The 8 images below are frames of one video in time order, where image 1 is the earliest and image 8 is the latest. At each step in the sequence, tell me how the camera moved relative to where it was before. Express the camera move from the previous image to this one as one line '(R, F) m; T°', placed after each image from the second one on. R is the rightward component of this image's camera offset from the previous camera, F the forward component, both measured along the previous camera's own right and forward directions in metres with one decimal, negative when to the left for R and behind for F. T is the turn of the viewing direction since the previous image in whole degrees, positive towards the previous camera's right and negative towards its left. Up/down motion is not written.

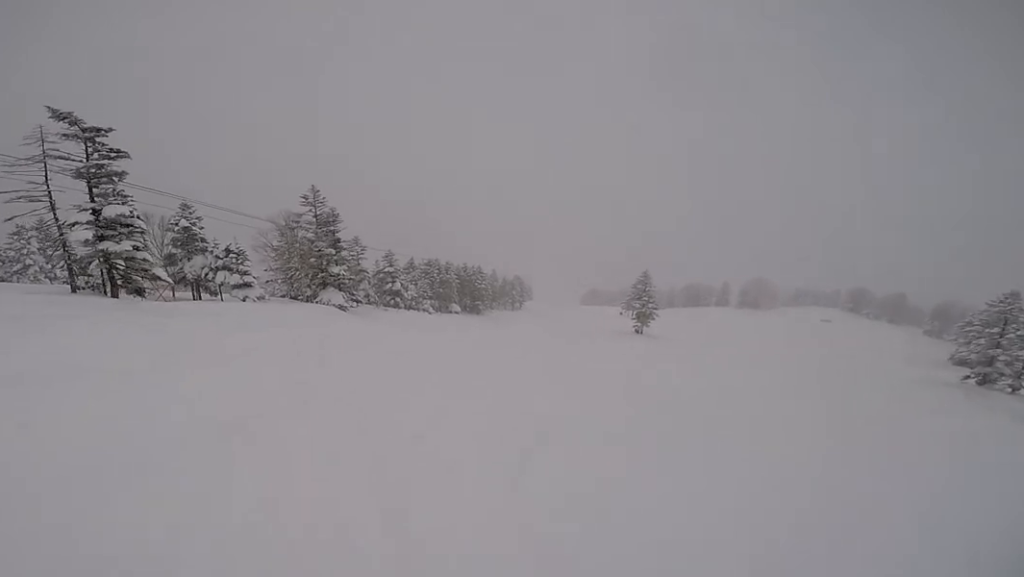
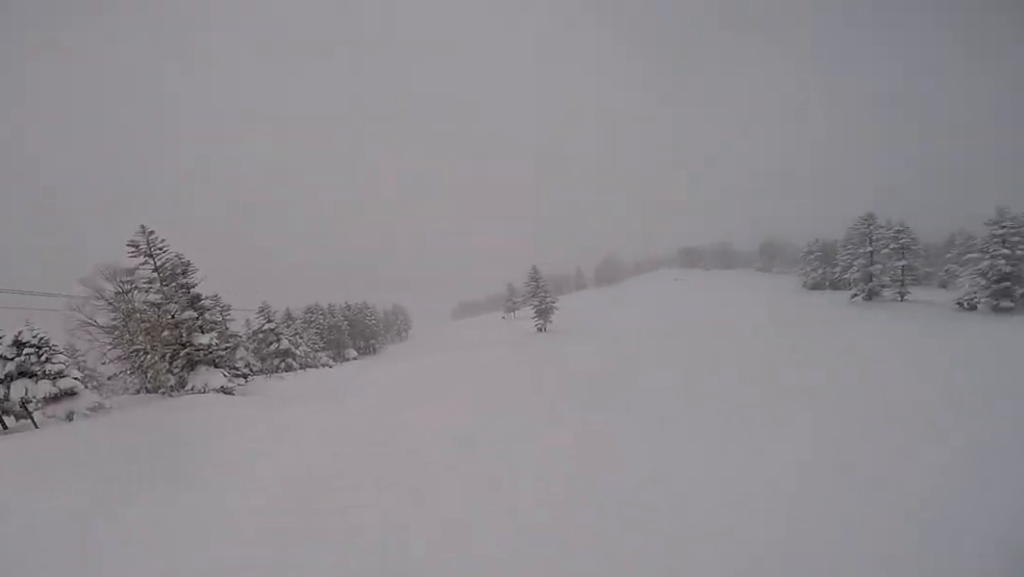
(-0.8, +7.9) m; +26°
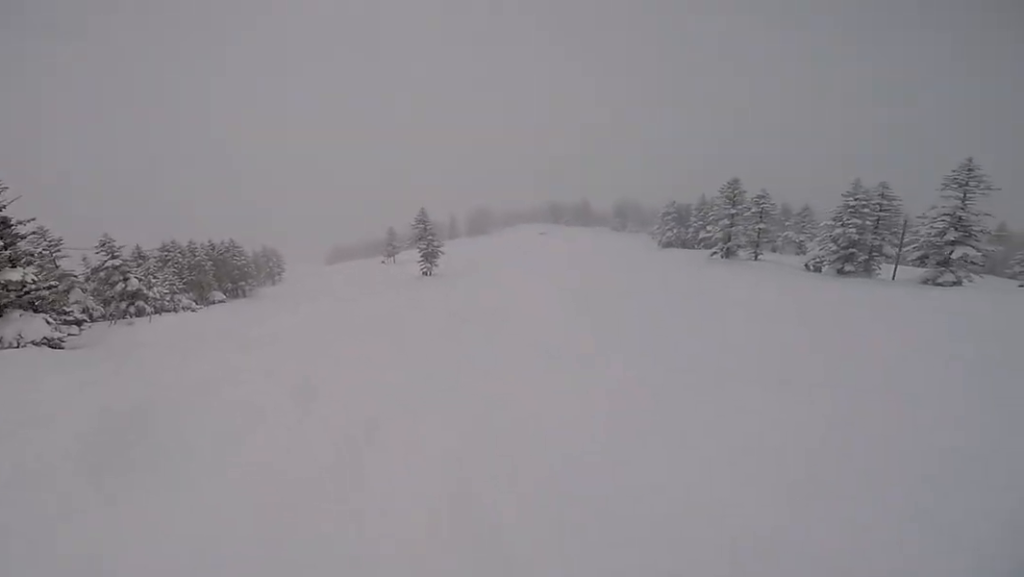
(+1.8, +3.1) m; +11°
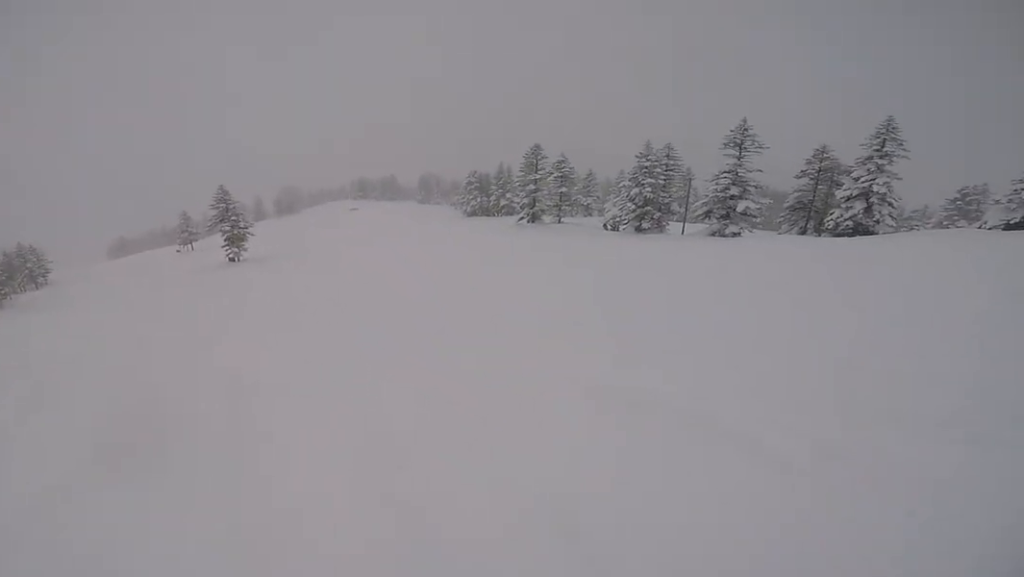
(+0.7, +5.1) m; 0°
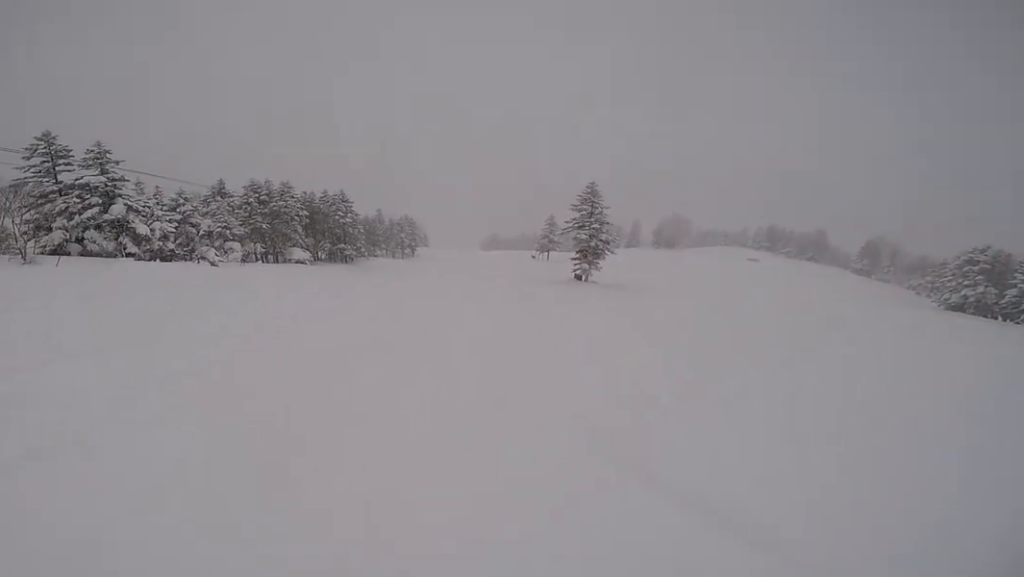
(-2.3, +10.7) m; -17°
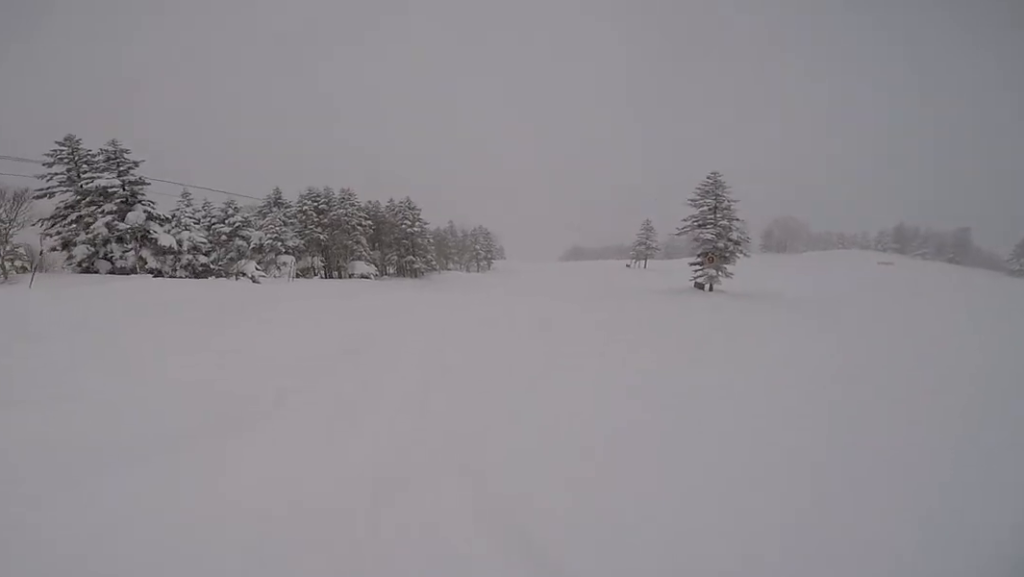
(-0.4, +5.0) m; 0°
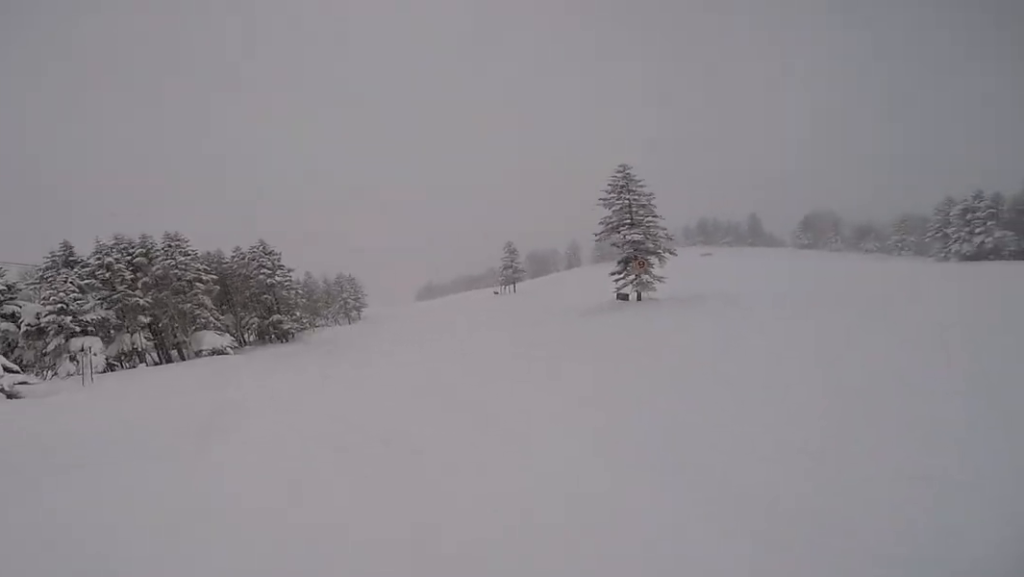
(+1.0, +8.0) m; +23°
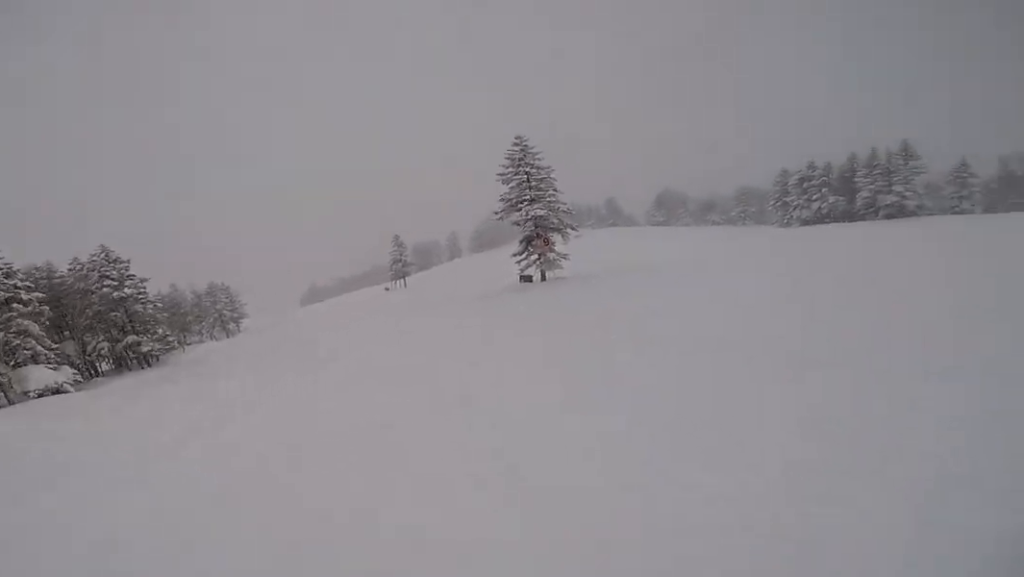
(+1.1, +3.3) m; +1°
